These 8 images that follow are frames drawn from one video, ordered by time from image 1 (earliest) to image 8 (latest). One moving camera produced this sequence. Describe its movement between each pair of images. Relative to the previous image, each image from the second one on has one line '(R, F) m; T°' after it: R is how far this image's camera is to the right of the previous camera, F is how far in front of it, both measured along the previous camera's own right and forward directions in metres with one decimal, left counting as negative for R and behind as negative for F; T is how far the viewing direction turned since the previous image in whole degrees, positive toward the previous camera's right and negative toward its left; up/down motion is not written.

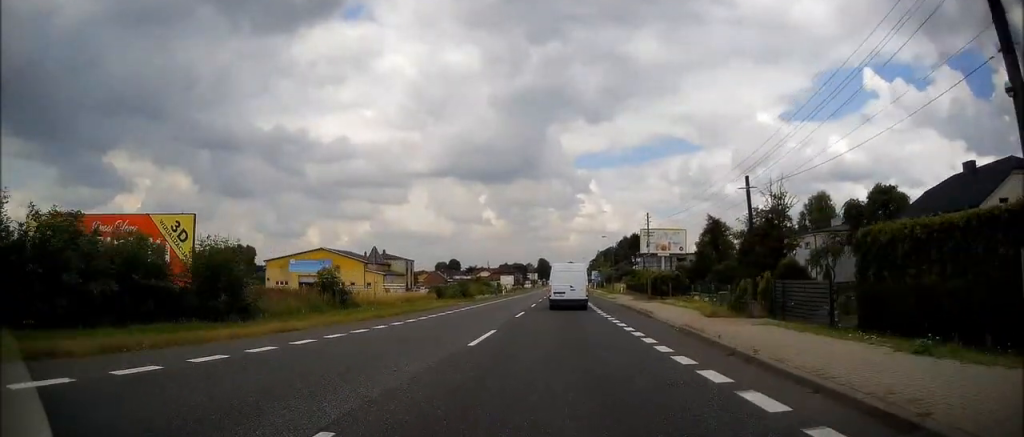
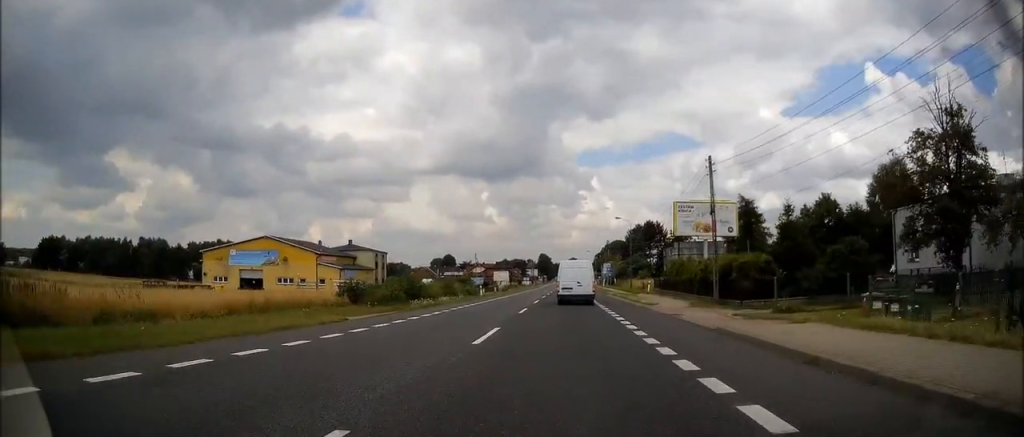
(-0.3, +24.1) m; 0°
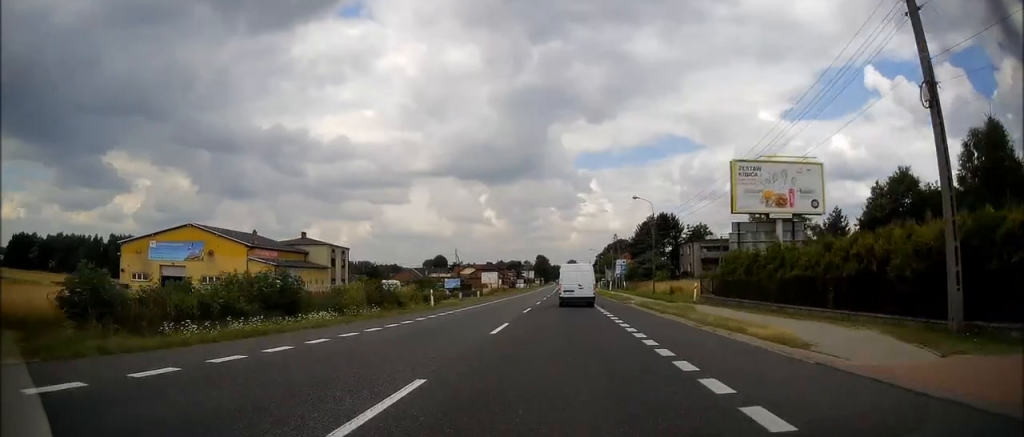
(-0.1, +21.2) m; 0°
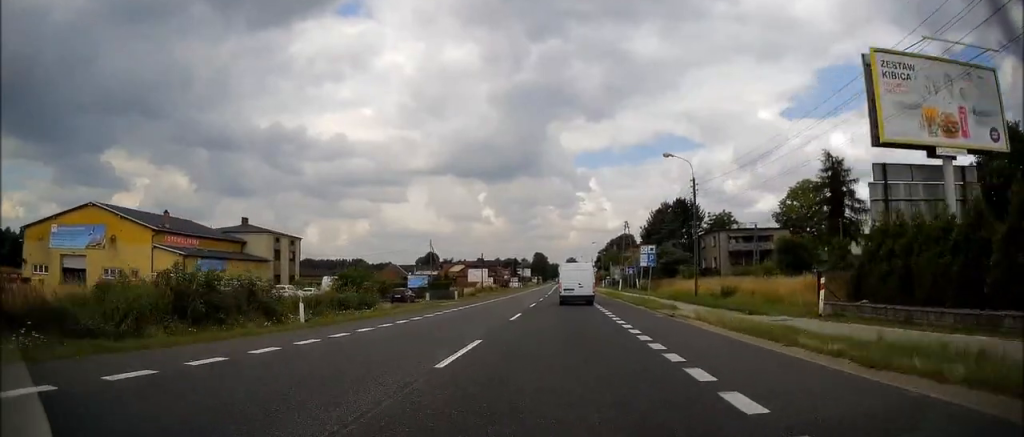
(+0.1, +18.9) m; +1°
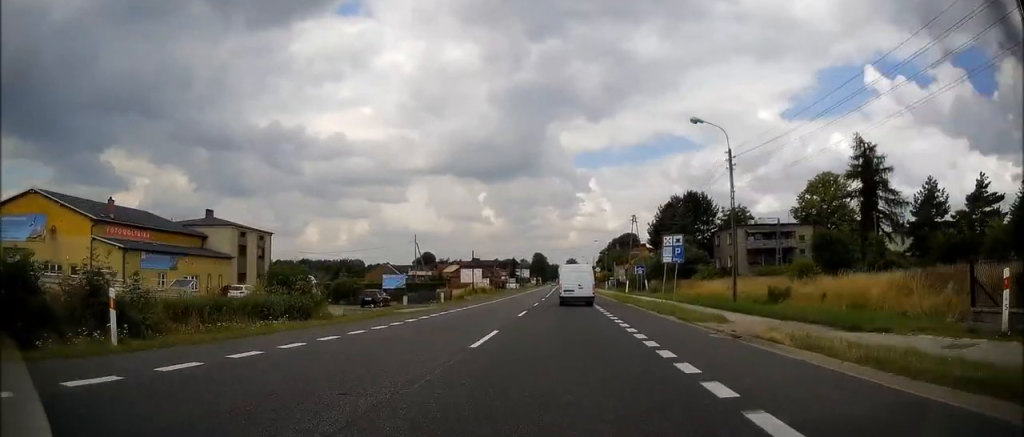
(+0.1, +8.8) m; 0°
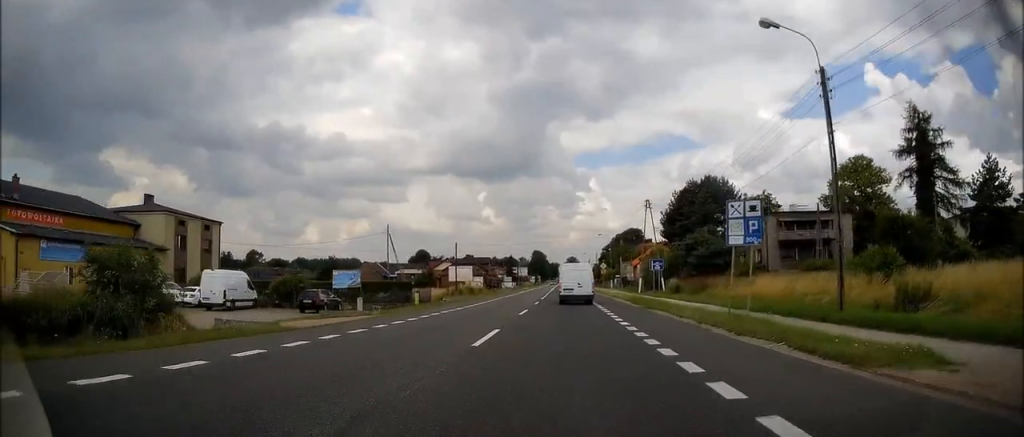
(-0.1, +12.1) m; -1°
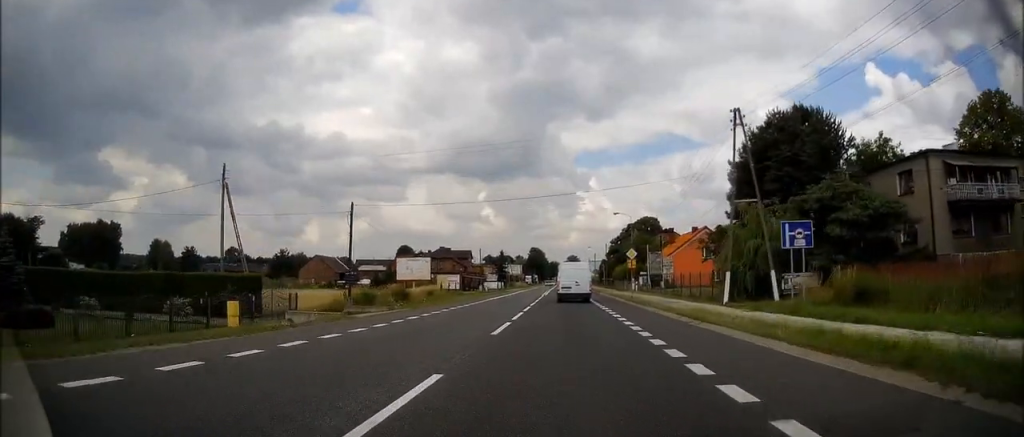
(-0.3, +32.5) m; 0°
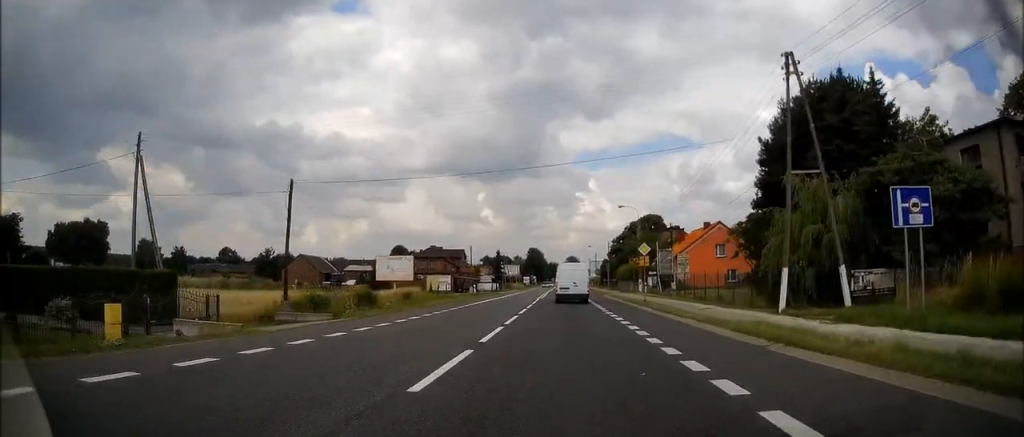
(+0.1, +7.7) m; 0°
